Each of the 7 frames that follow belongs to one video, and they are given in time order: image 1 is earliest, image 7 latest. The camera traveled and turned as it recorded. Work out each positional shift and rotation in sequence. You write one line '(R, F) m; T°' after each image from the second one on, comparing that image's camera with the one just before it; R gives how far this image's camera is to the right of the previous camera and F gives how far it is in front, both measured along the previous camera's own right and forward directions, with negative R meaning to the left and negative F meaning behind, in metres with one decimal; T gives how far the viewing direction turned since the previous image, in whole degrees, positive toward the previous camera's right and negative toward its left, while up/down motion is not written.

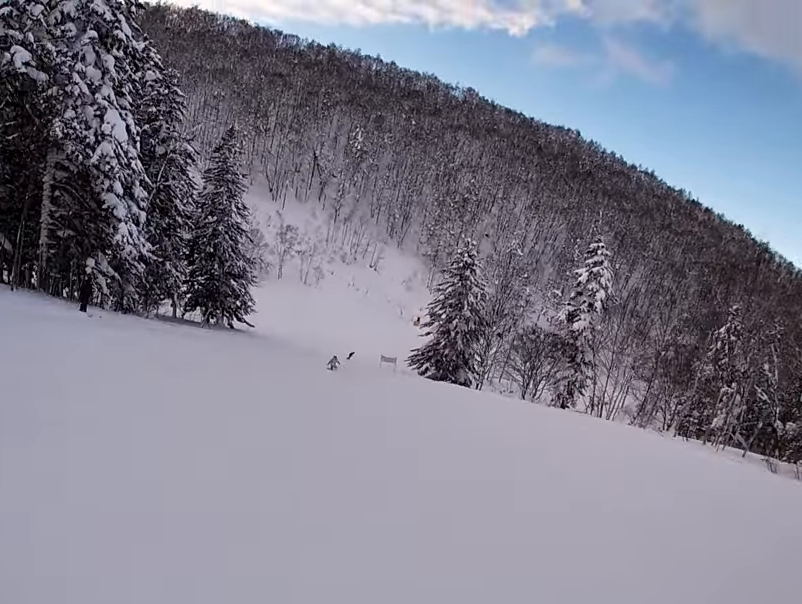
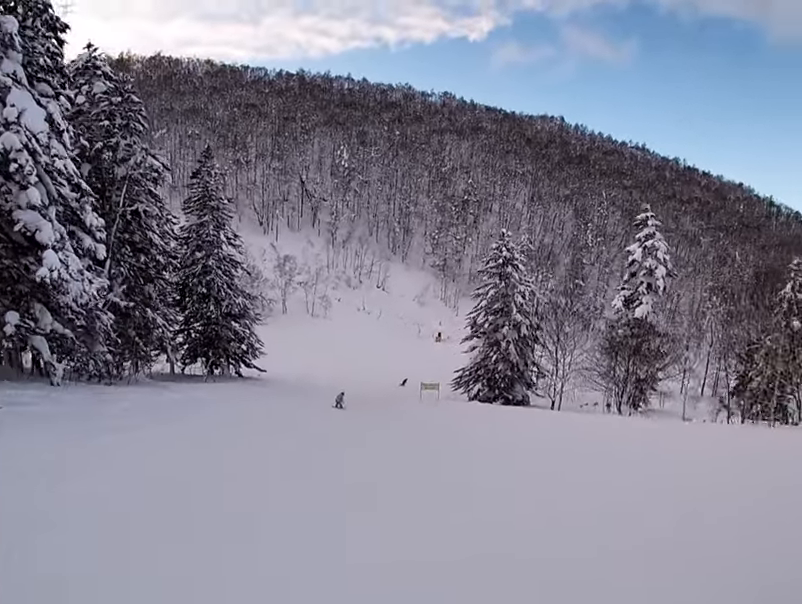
(-1.4, +9.3) m; -9°
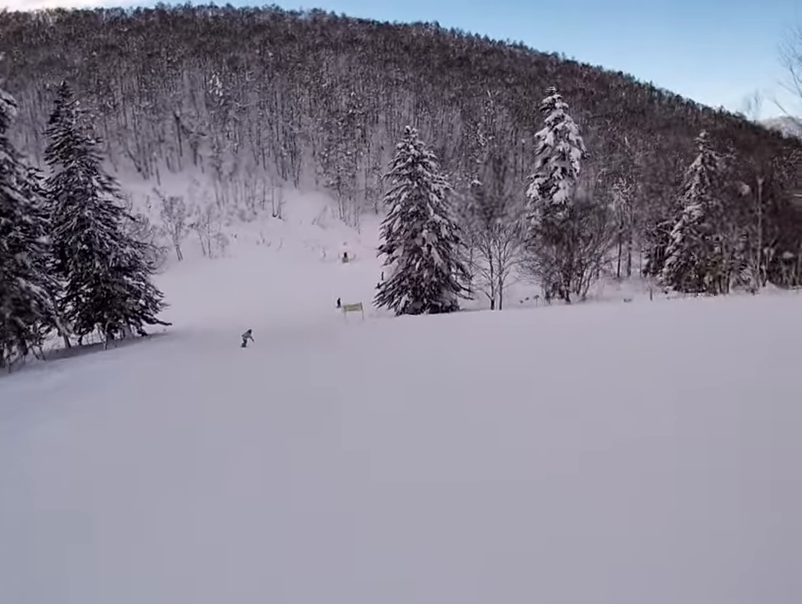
(-1.0, +4.4) m; +3°
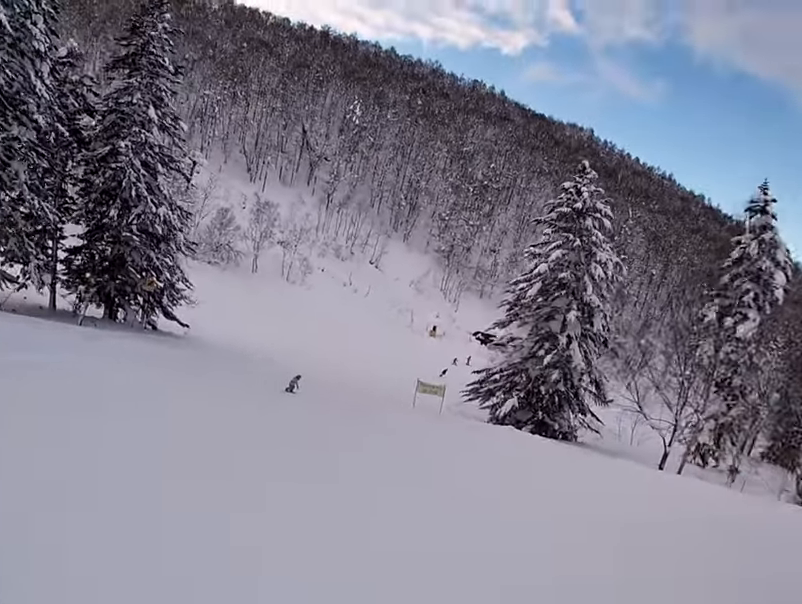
(+2.8, +13.8) m; +5°
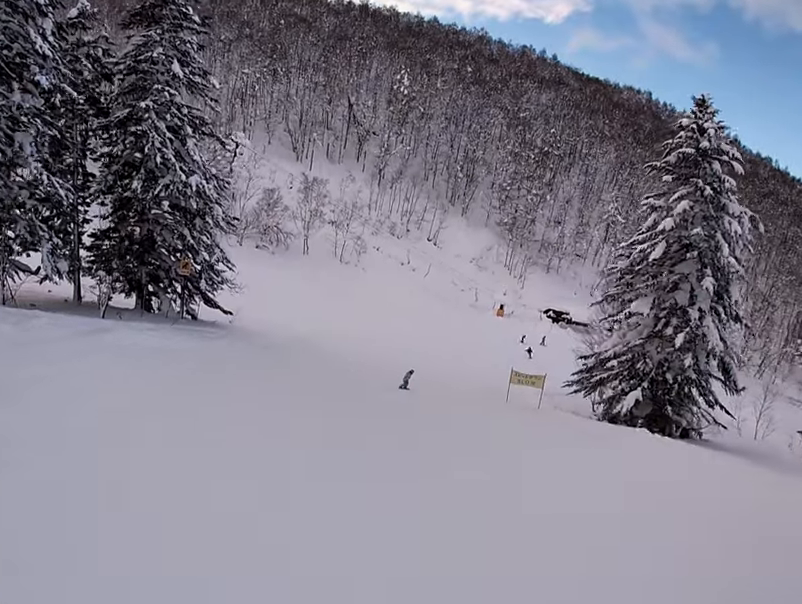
(-0.1, +5.9) m; -8°
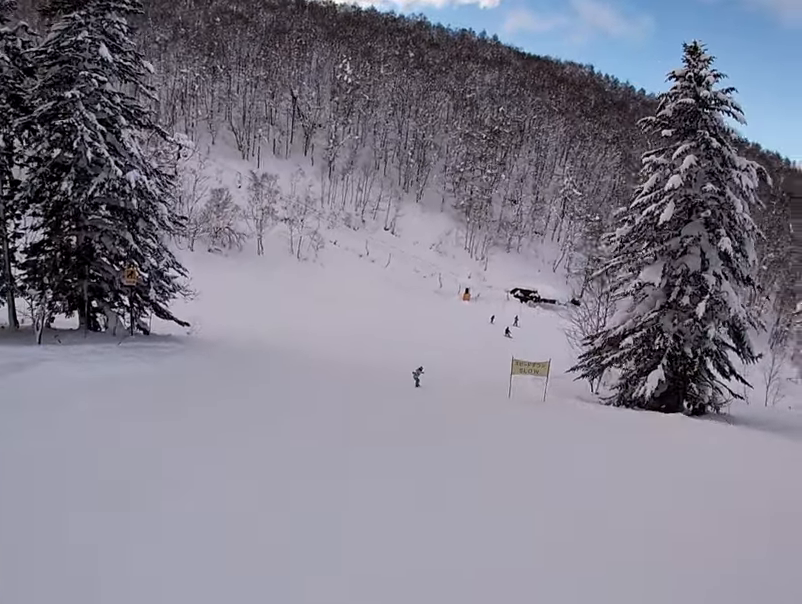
(-0.7, +3.7) m; +2°
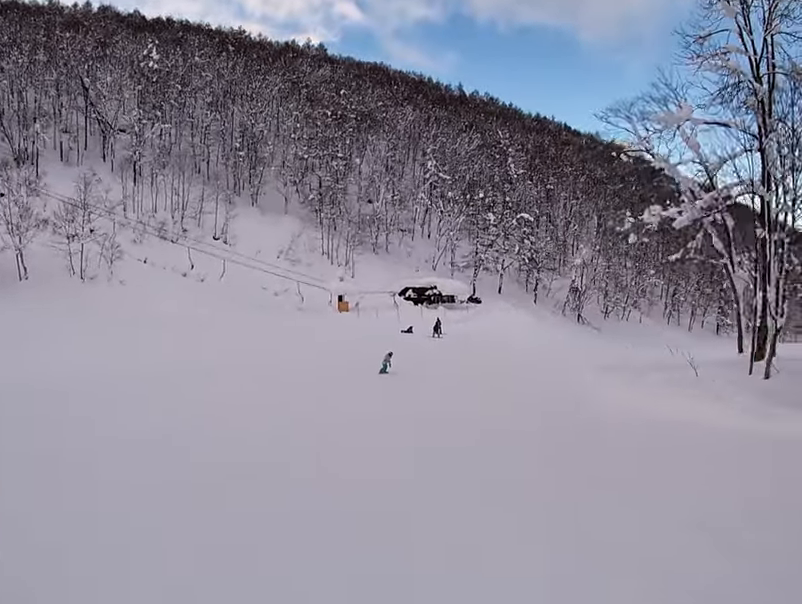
(+6.2, +25.6) m; +18°
